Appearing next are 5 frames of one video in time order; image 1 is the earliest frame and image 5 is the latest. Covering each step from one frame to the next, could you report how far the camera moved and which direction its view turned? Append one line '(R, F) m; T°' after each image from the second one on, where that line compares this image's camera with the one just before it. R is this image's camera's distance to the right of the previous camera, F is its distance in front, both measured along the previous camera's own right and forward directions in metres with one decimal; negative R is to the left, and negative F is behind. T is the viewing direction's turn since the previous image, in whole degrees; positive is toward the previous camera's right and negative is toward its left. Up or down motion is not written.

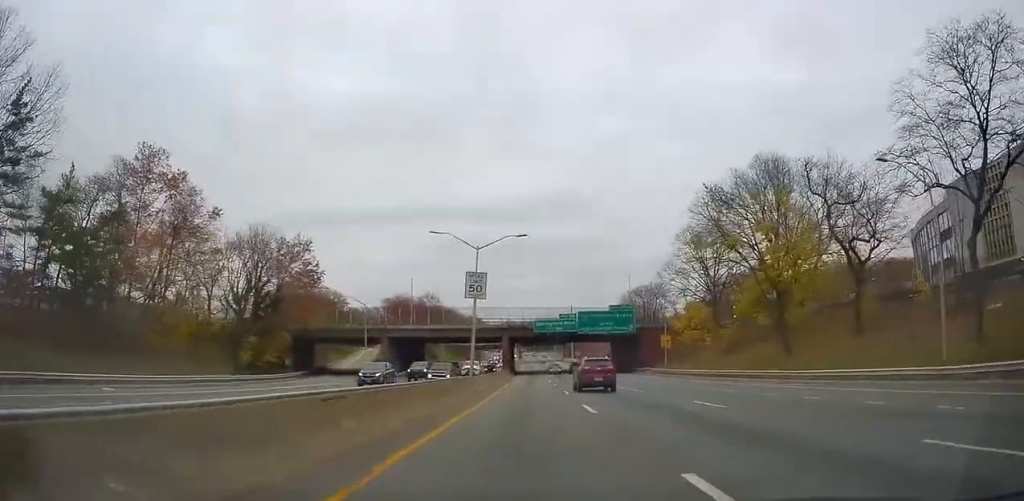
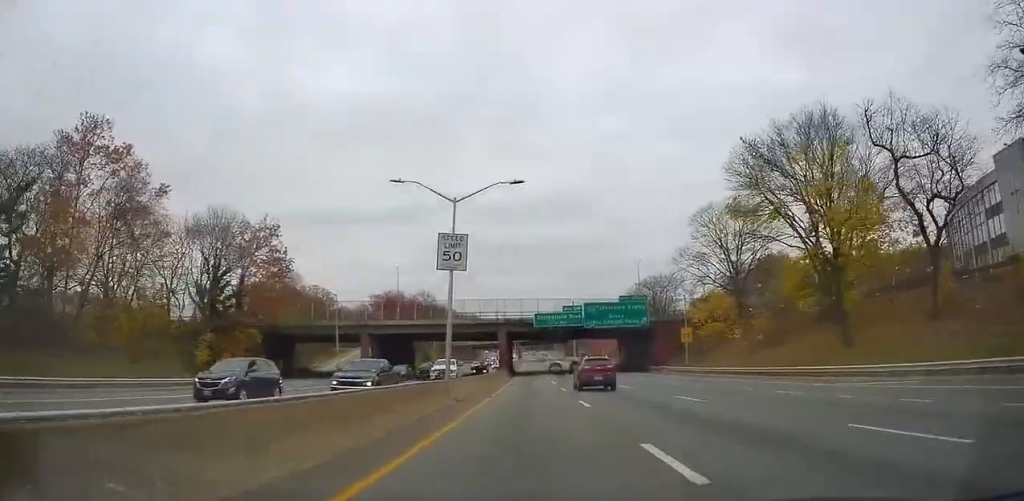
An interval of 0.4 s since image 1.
(0.0, +9.8) m; 0°
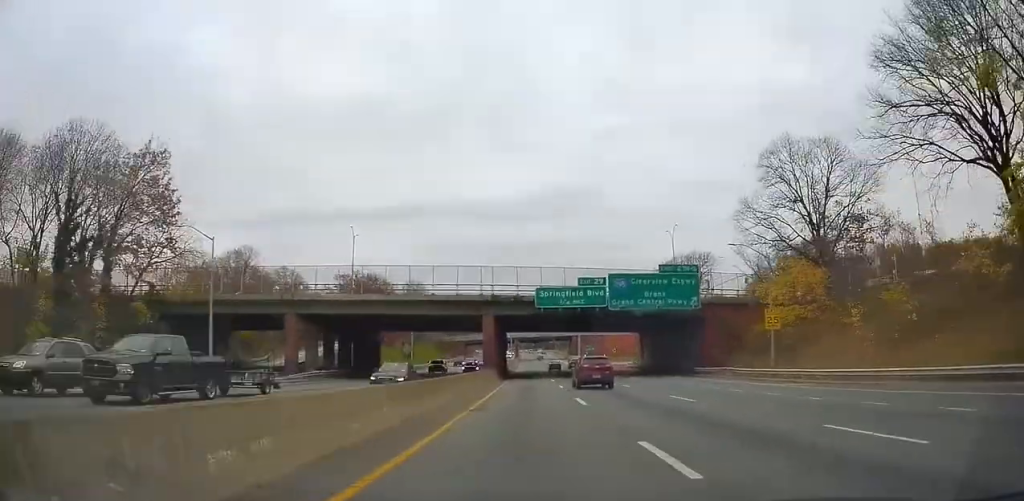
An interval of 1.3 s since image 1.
(0.0, +23.0) m; -1°
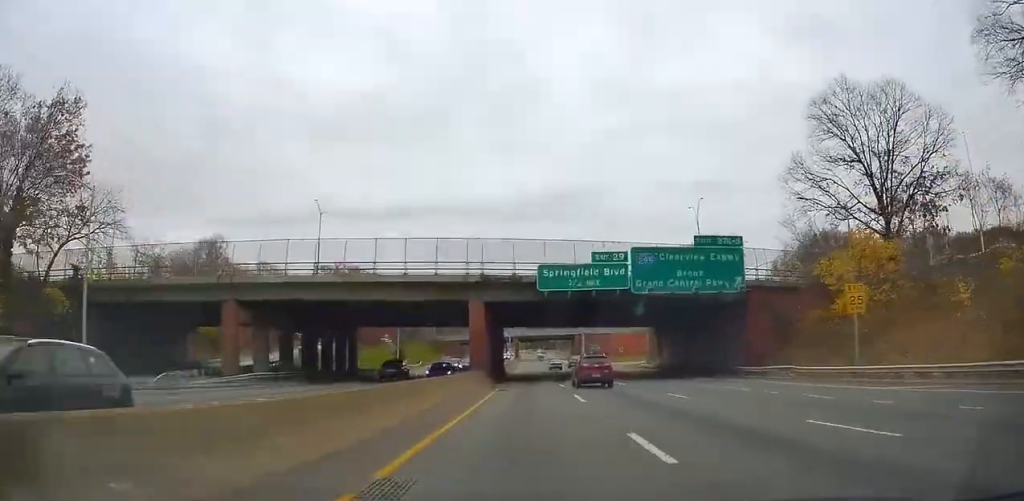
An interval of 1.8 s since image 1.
(-0.2, +11.2) m; 0°
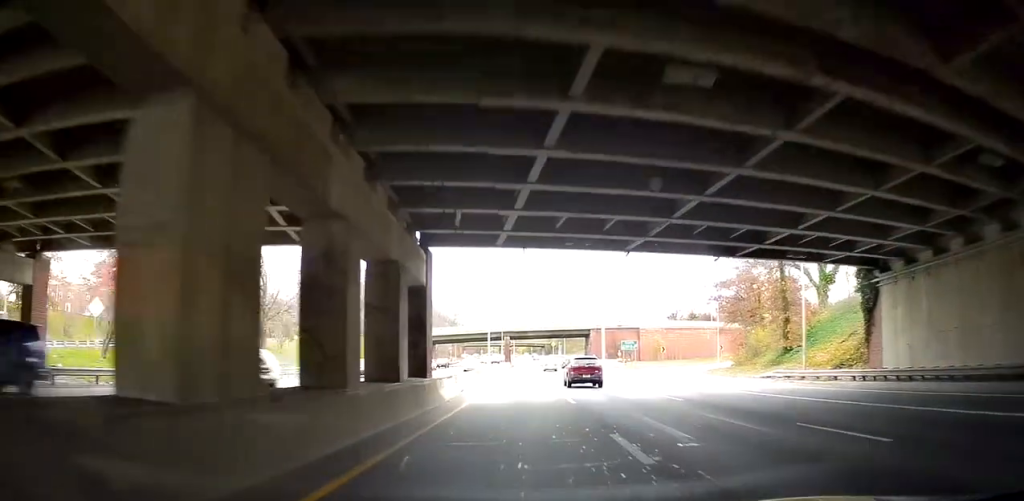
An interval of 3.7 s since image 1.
(+0.7, +48.4) m; +1°
